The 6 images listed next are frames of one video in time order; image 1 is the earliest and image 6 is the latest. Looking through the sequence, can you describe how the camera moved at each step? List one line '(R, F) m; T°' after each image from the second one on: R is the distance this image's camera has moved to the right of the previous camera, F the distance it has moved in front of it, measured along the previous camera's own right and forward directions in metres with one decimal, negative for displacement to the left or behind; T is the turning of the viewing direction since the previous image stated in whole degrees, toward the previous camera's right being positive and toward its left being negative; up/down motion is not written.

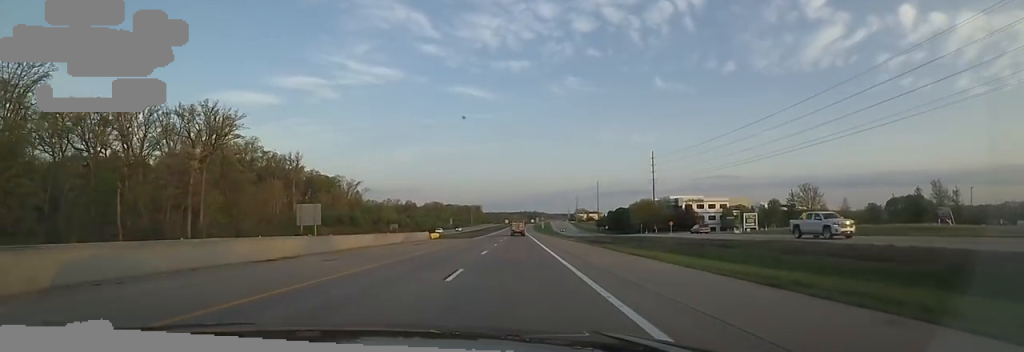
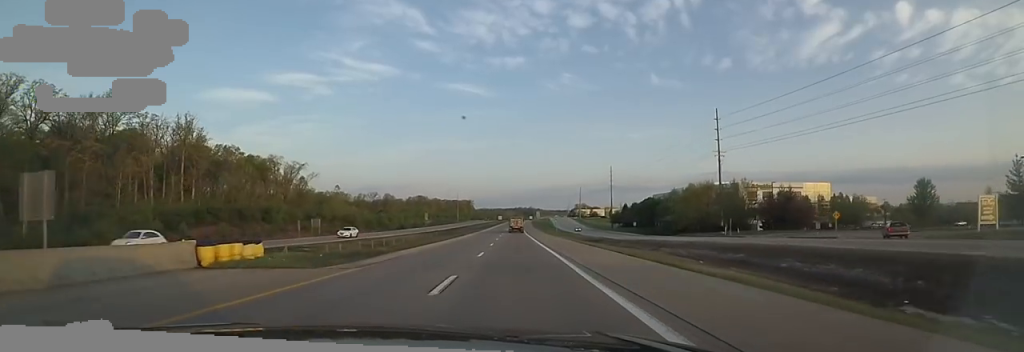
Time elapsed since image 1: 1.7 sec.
(-0.3, +53.9) m; +2°
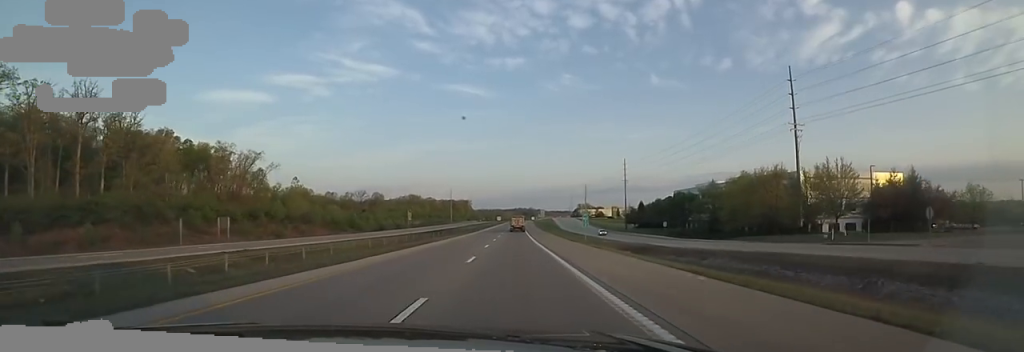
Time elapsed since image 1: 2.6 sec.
(+0.4, +28.5) m; +1°
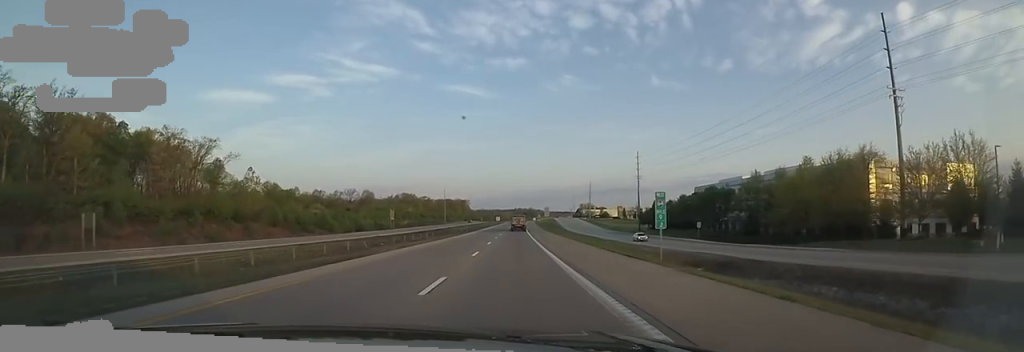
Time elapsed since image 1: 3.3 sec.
(+0.1, +20.9) m; +1°
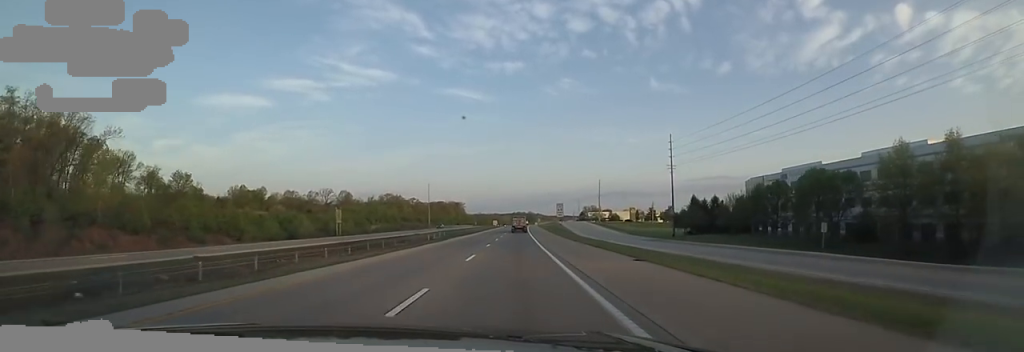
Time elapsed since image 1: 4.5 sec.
(+0.3, +37.8) m; -1°
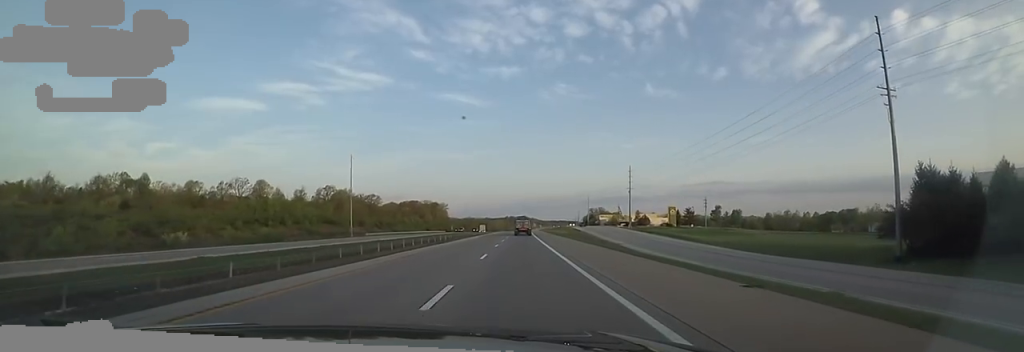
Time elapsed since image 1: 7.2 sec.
(-2.0, +83.5) m; +1°
